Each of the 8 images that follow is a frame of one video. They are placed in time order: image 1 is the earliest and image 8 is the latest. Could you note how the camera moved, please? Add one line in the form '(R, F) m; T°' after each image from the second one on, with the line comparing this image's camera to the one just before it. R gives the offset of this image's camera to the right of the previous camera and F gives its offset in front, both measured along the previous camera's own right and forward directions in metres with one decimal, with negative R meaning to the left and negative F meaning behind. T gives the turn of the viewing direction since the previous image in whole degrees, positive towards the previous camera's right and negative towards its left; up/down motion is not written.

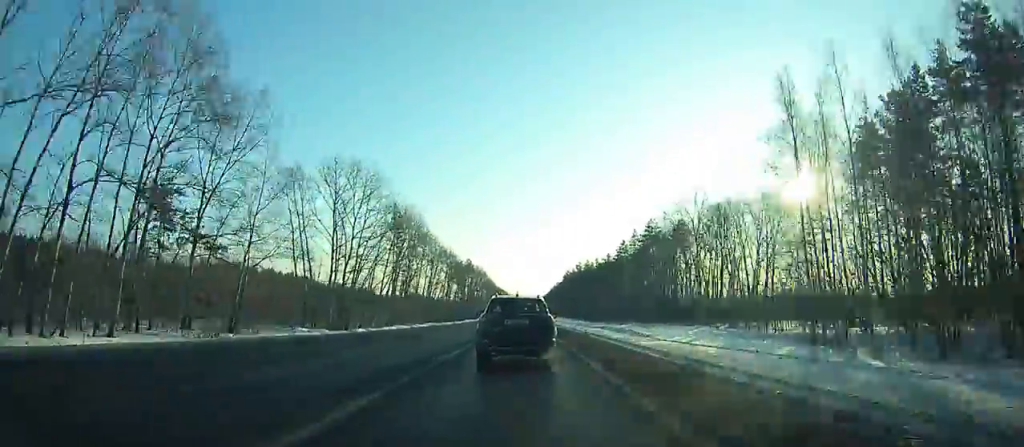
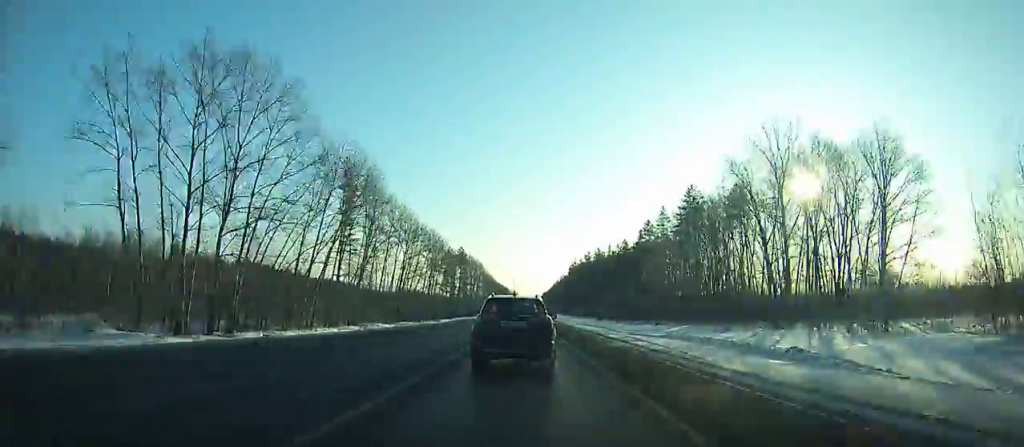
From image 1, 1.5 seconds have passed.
(+0.3, +30.8) m; -1°
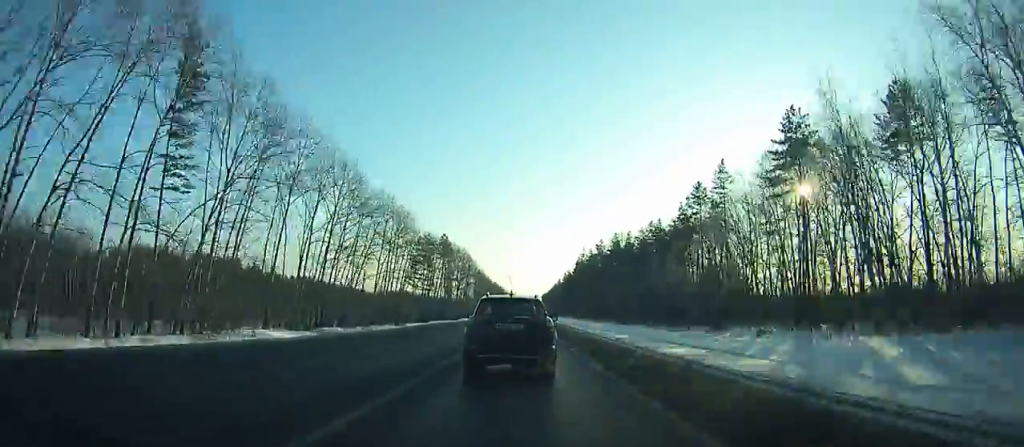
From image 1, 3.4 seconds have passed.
(-1.5, +44.6) m; -1°
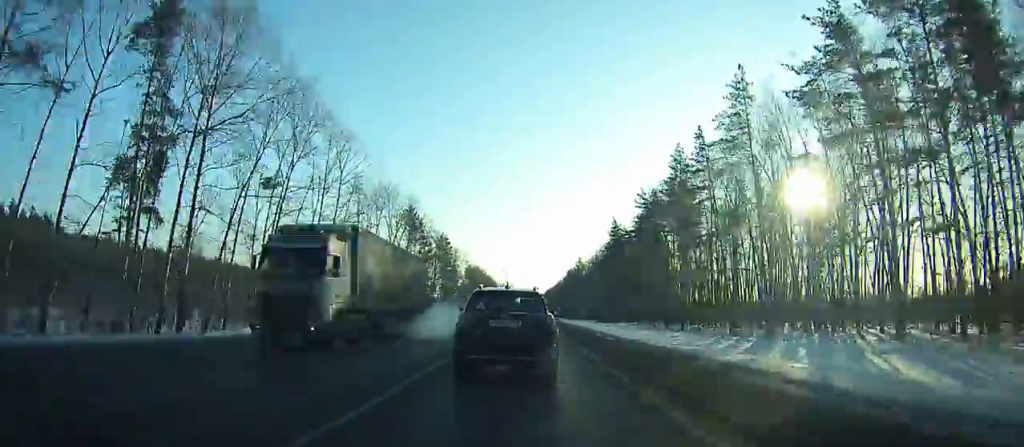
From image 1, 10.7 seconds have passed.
(+1.9, +165.0) m; +1°
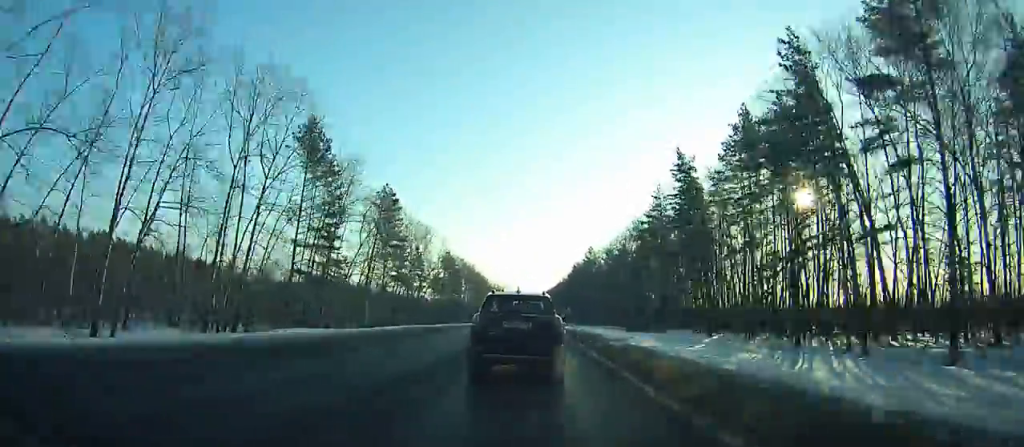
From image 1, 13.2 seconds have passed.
(-0.1, +52.3) m; 0°
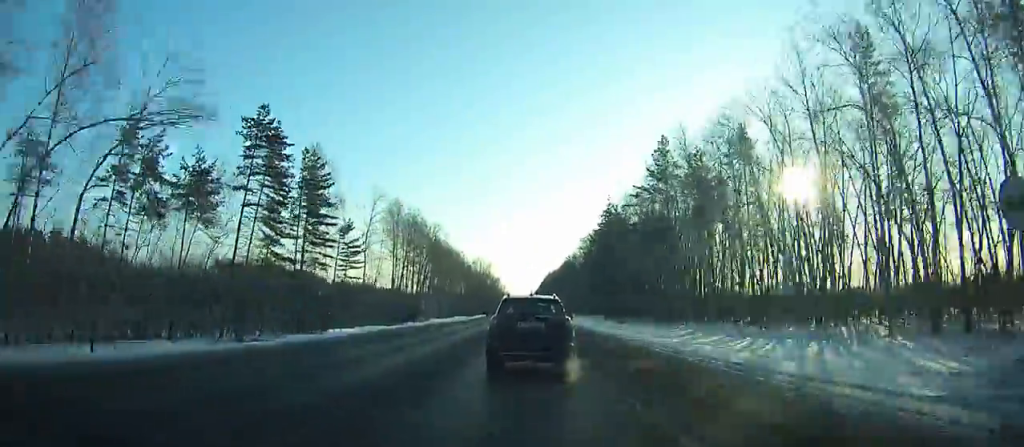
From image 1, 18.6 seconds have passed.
(+0.5, +109.3) m; 0°
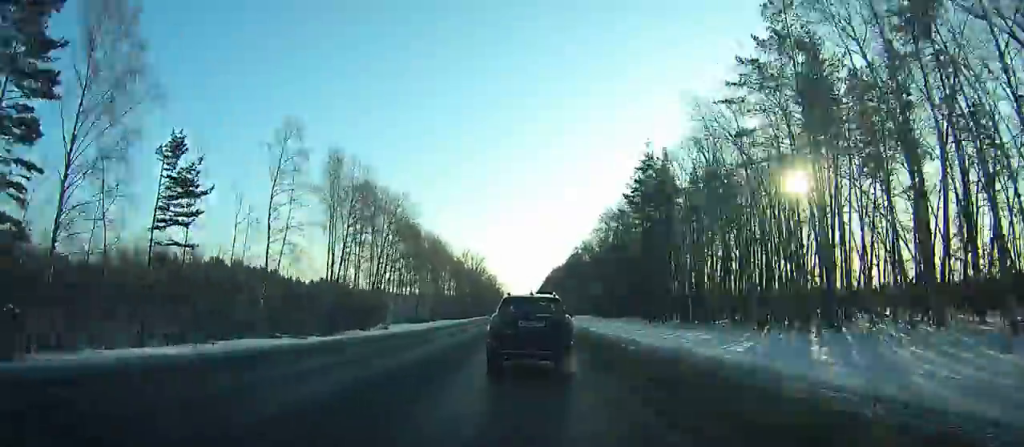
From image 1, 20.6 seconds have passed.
(0.0, +40.2) m; 0°
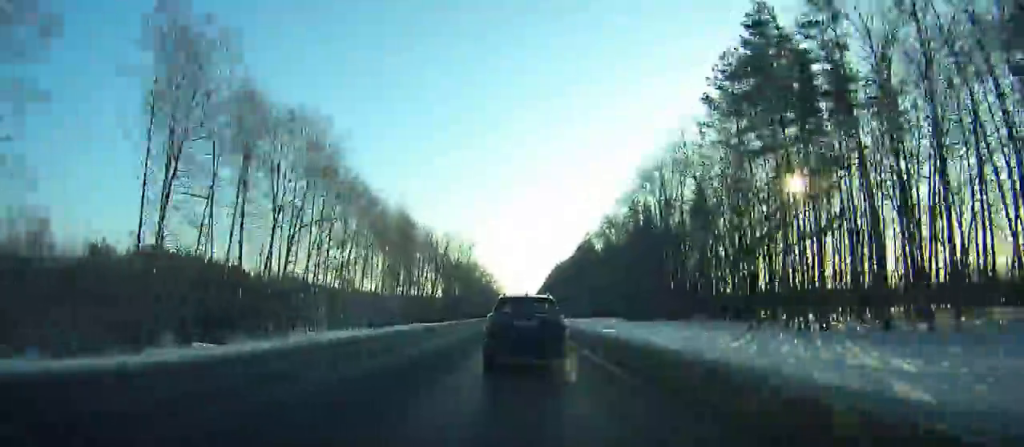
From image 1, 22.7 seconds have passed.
(0.0, +42.4) m; 0°
